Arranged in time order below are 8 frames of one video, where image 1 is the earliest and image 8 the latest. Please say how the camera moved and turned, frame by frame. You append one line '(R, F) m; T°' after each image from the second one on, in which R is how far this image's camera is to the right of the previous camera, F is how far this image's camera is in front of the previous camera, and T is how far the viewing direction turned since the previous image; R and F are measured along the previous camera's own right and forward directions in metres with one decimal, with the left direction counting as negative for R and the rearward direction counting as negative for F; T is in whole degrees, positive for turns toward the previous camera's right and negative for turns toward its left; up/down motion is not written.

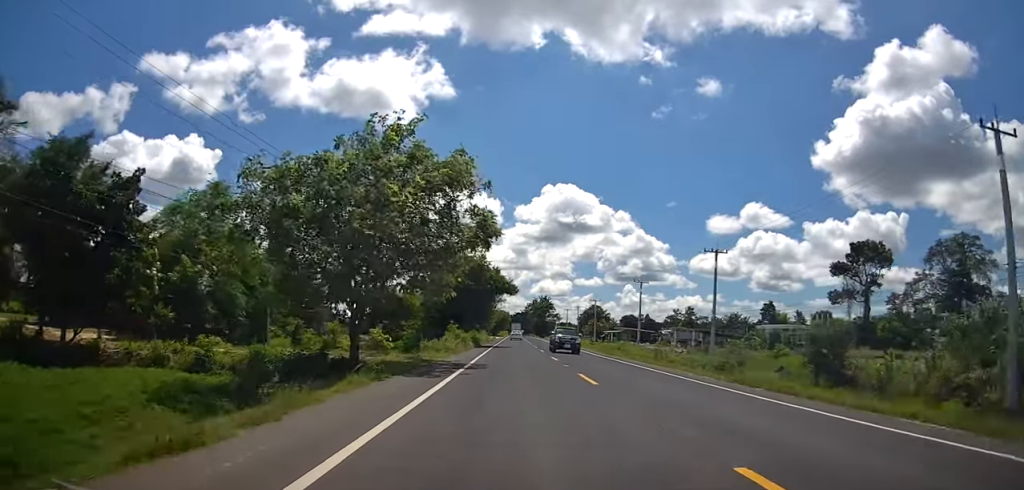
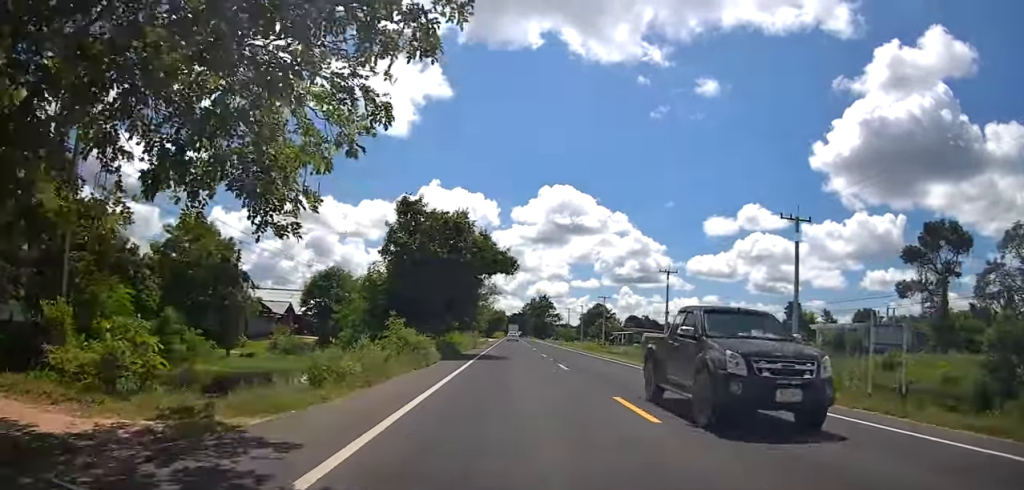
(+0.3, +17.8) m; -1°
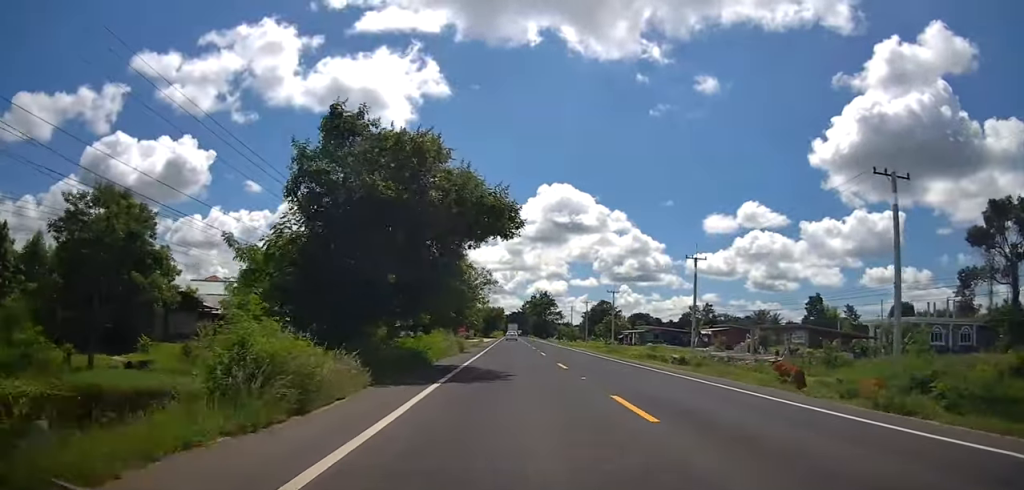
(-0.4, +11.9) m; -1°
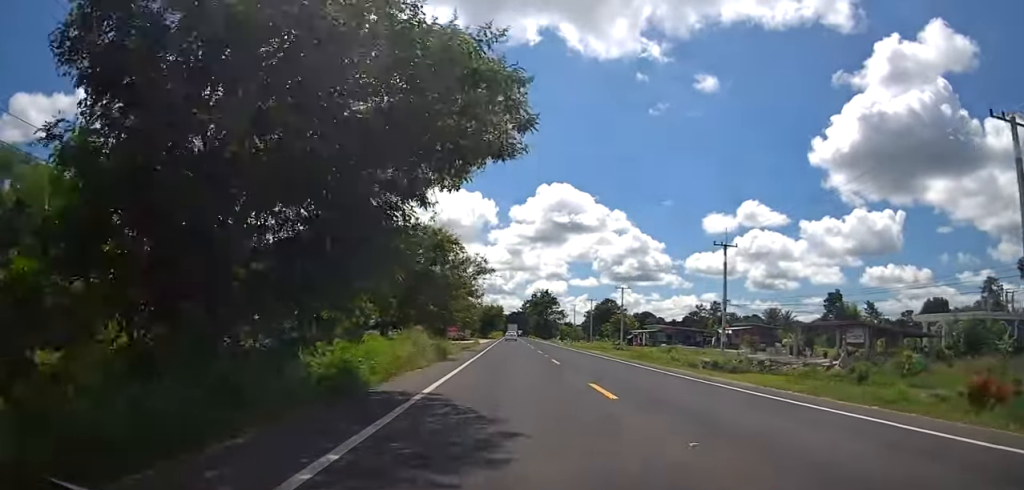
(-0.1, +9.2) m; 0°
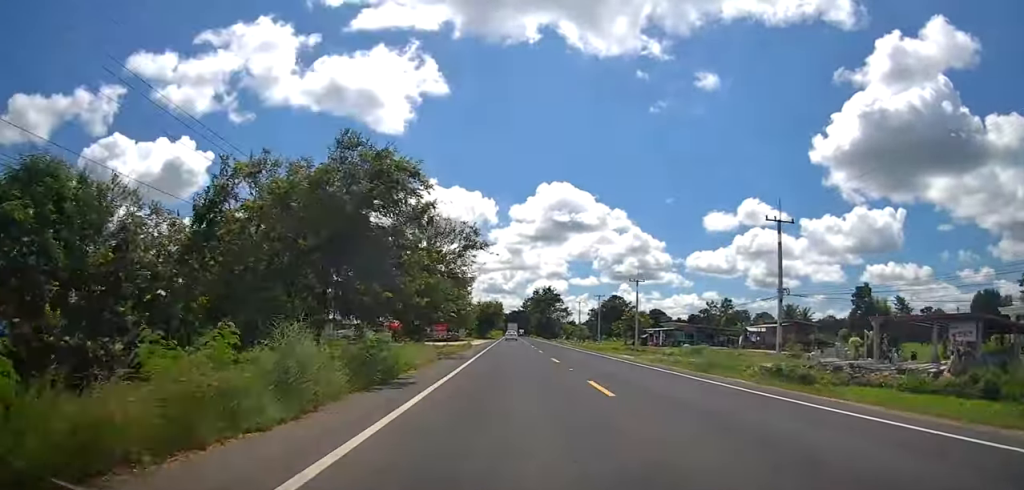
(-0.1, +11.7) m; +1°
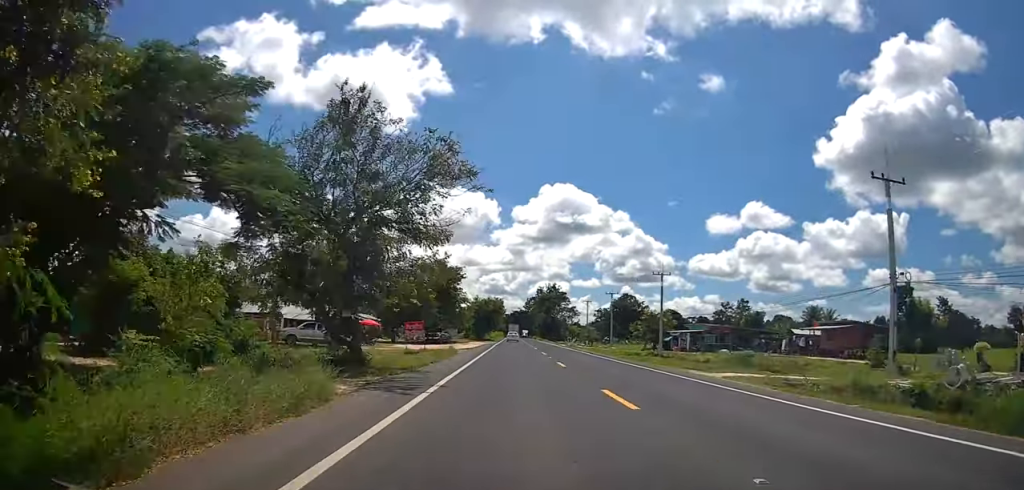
(+0.4, +13.9) m; 0°
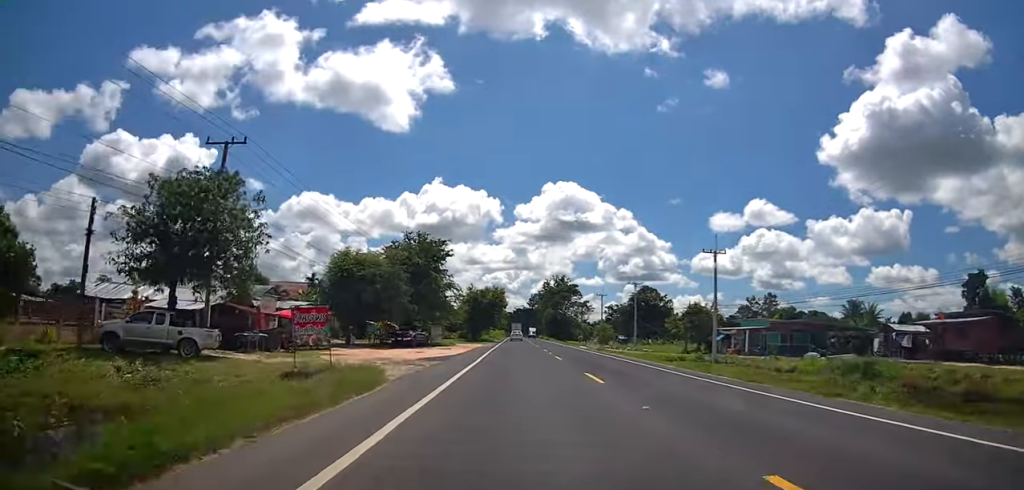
(0.0, +19.6) m; 0°
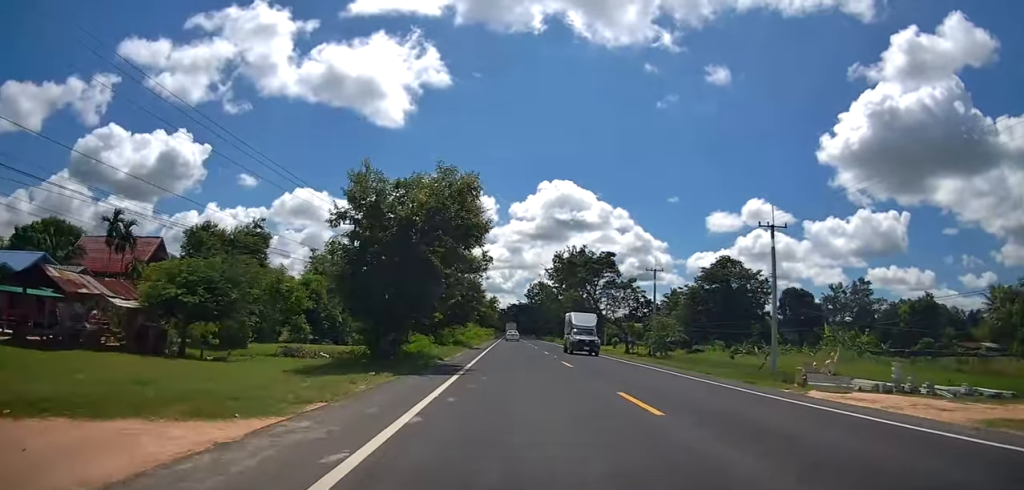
(-0.5, +53.0) m; 0°
